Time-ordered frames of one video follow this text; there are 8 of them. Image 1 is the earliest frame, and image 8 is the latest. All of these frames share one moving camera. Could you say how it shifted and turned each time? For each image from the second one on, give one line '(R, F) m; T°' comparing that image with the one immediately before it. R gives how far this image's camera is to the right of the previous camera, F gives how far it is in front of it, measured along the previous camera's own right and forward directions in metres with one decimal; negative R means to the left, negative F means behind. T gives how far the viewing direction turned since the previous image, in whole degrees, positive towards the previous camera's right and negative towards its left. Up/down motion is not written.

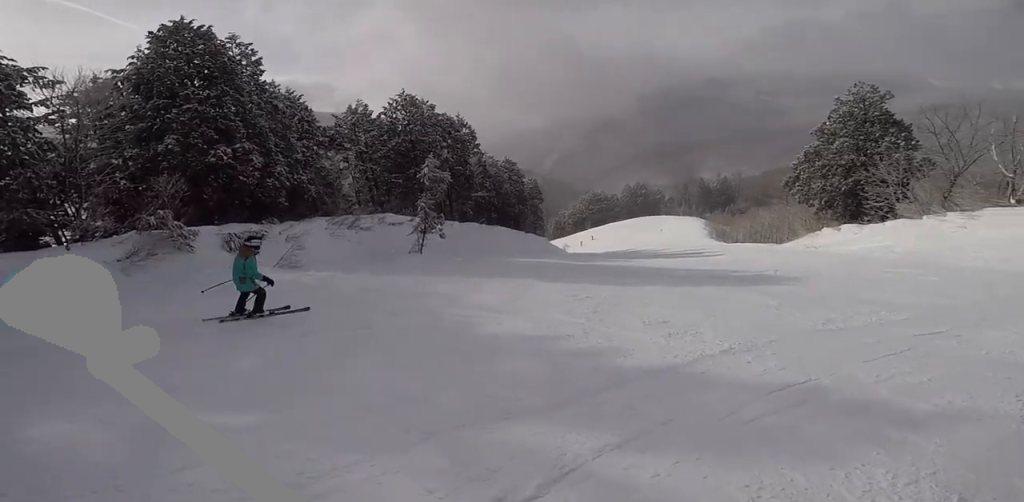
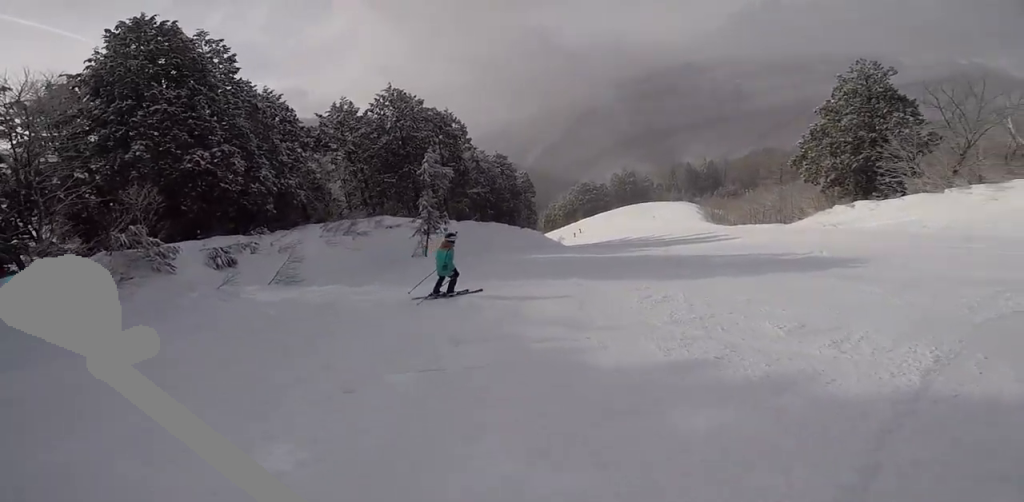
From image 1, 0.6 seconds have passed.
(+0.4, +2.2) m; +10°
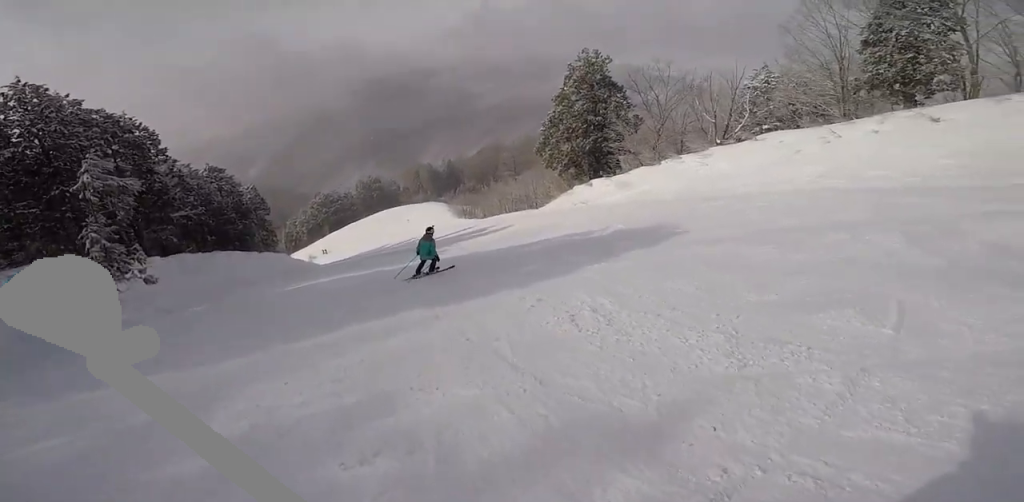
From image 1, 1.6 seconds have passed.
(+0.2, +3.7) m; +51°
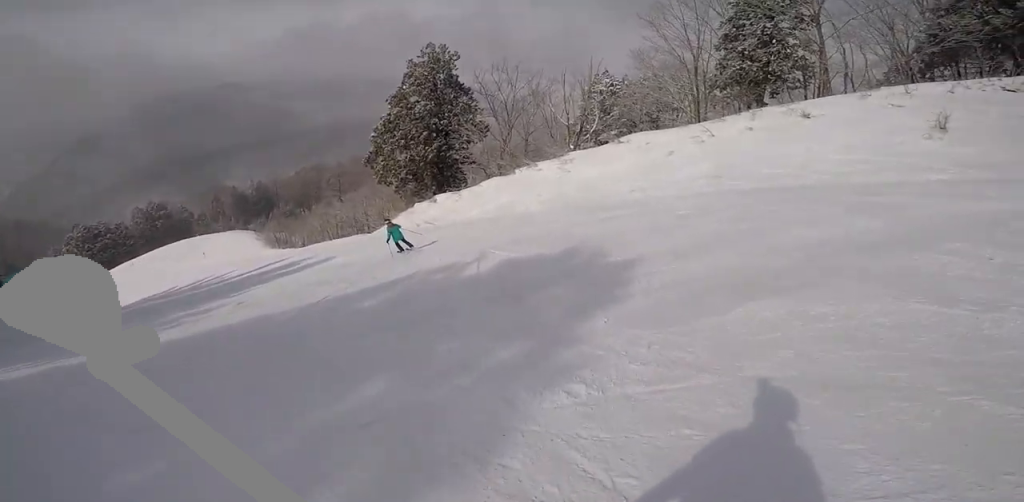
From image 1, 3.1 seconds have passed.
(+2.8, +4.2) m; +15°
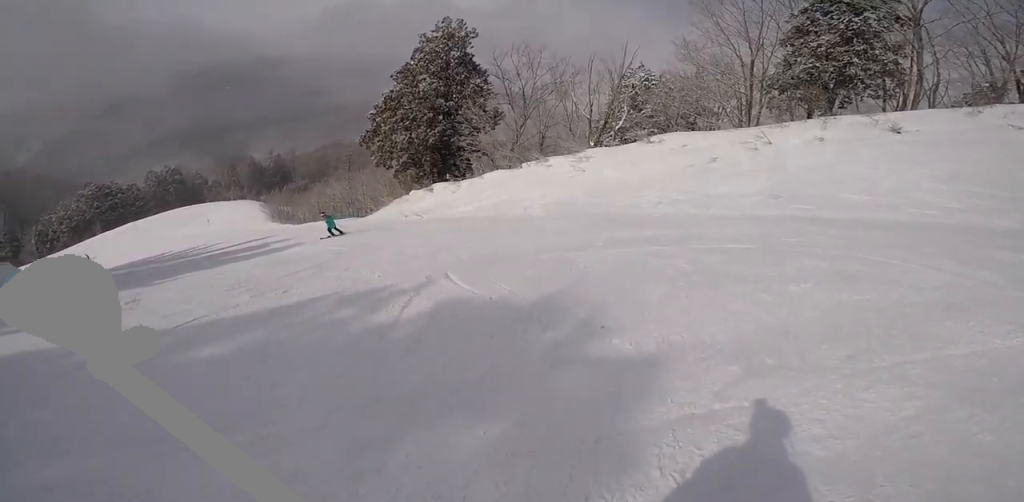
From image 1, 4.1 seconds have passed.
(-1.1, +4.1) m; -15°
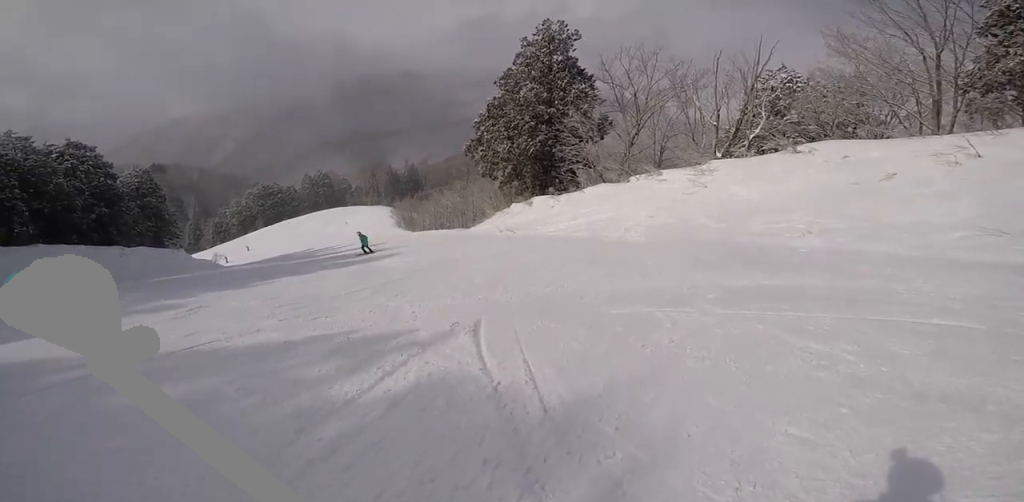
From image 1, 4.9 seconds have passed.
(0.0, +3.1) m; -6°
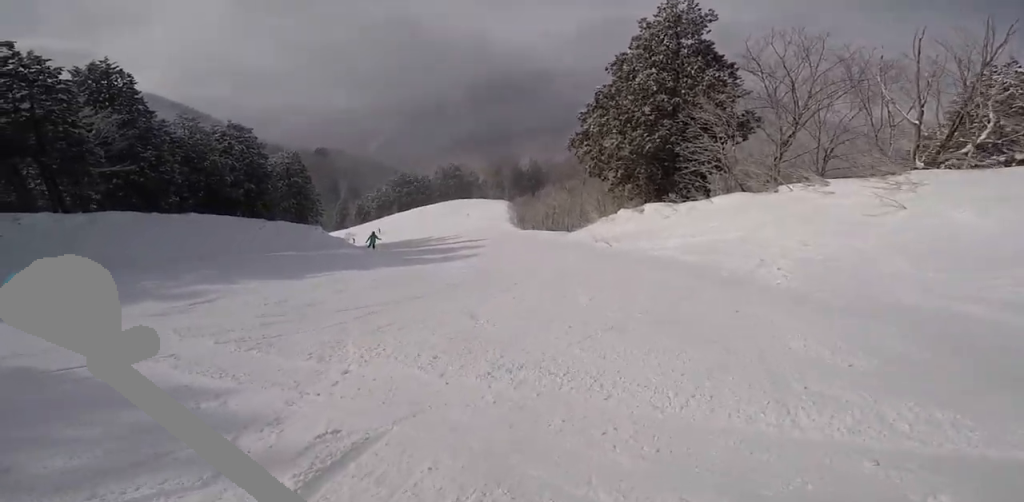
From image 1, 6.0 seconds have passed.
(-0.5, +4.1) m; -30°
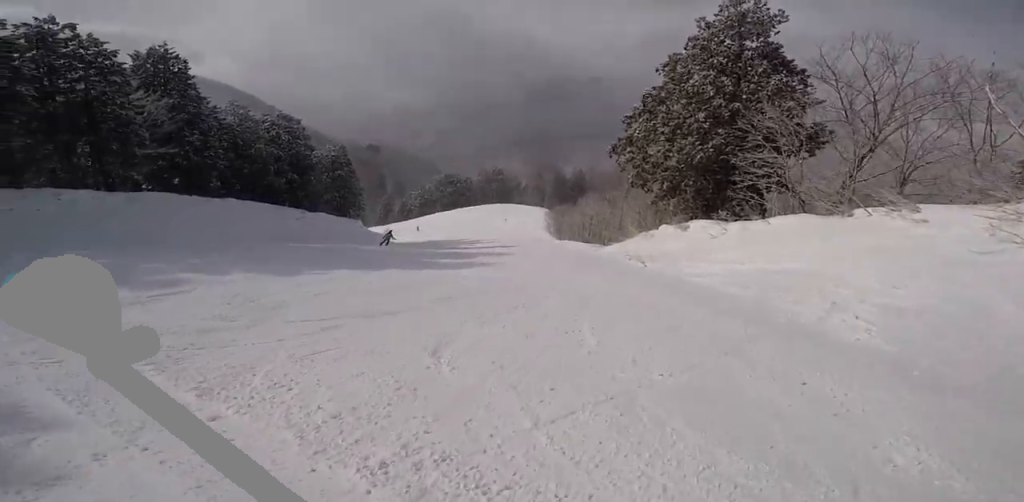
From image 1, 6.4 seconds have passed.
(-0.5, +1.8) m; -14°
